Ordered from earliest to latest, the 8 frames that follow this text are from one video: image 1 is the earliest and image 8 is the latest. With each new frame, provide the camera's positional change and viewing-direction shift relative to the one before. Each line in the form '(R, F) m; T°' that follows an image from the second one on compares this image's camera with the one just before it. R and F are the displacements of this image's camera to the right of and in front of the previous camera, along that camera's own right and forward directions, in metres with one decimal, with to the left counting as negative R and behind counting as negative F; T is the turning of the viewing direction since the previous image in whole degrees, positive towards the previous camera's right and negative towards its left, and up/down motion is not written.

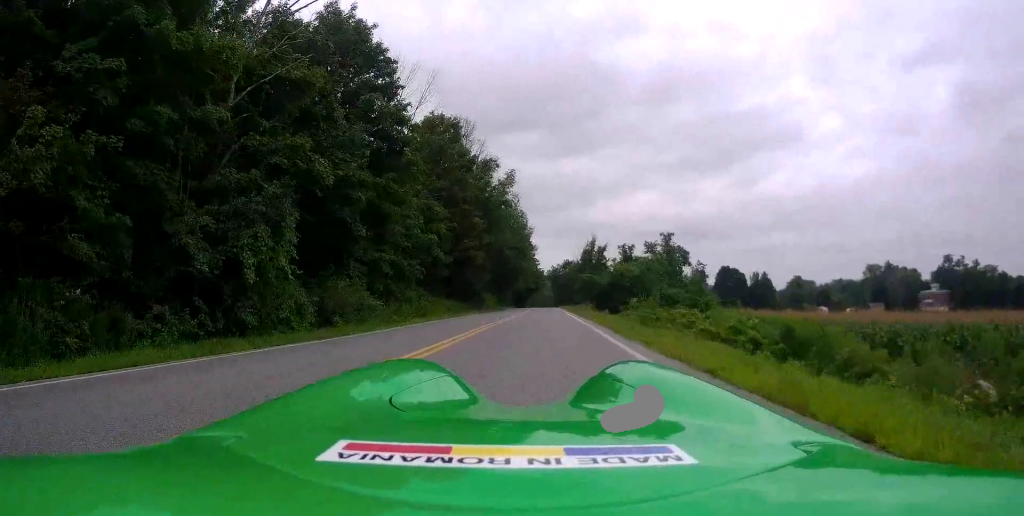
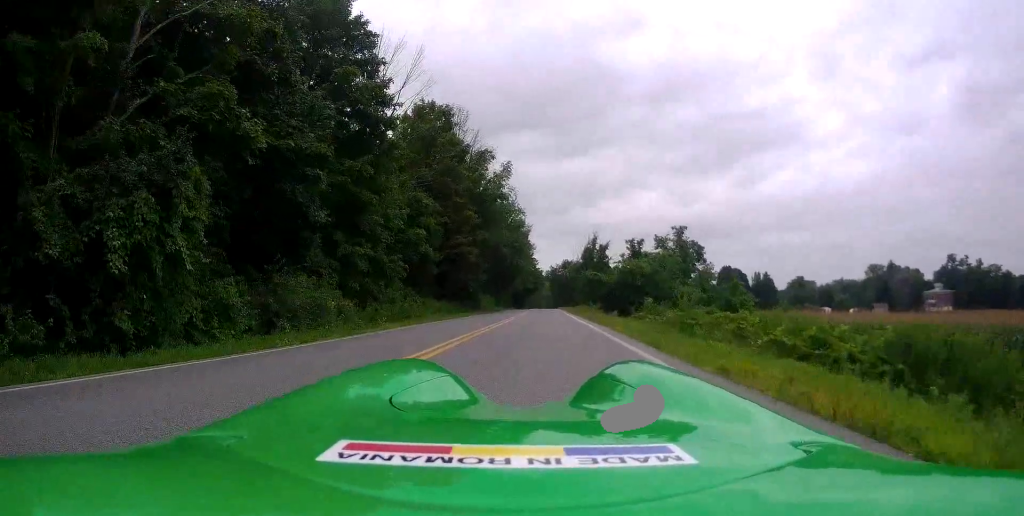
(0.0, +4.4) m; +1°
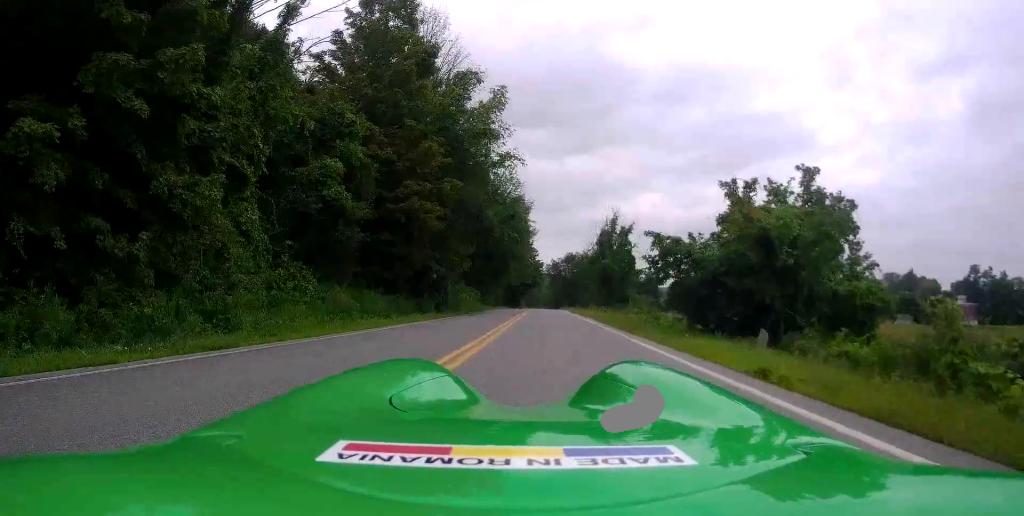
(+0.2, +19.5) m; 0°
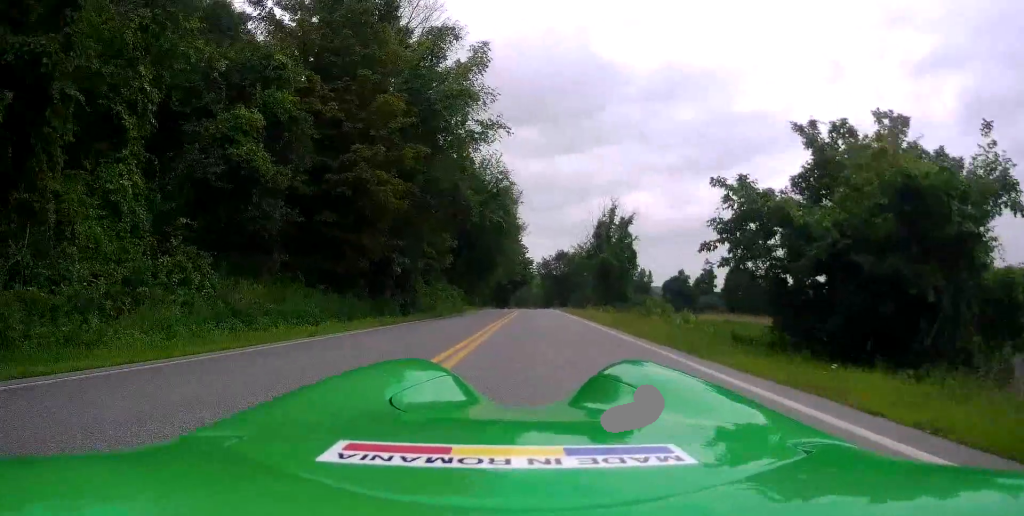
(0.0, +6.8) m; +1°
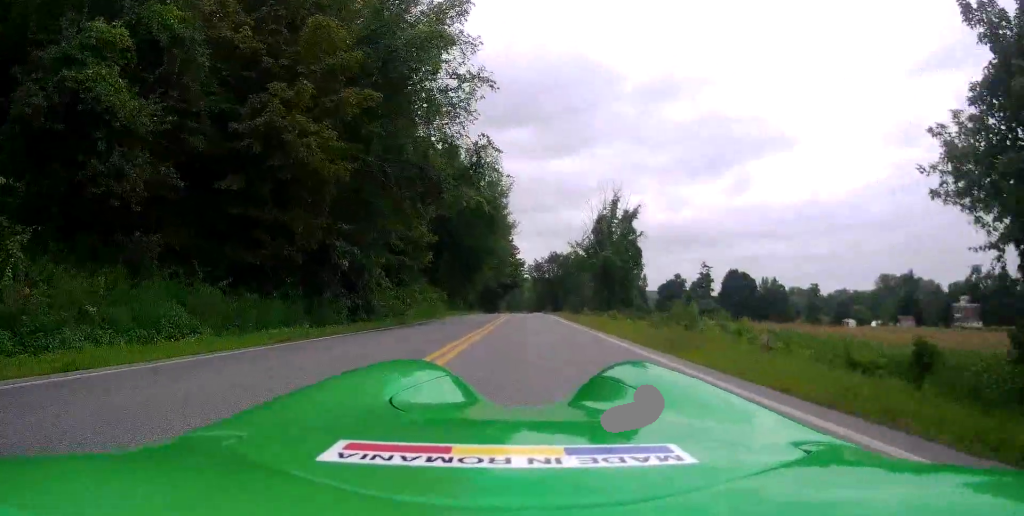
(+0.1, +6.8) m; +1°
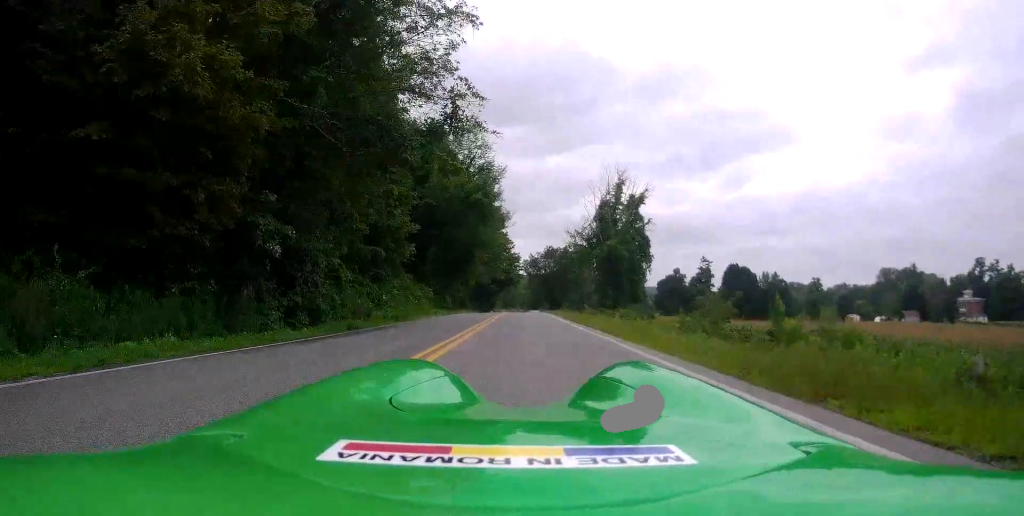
(+0.1, +5.4) m; +1°
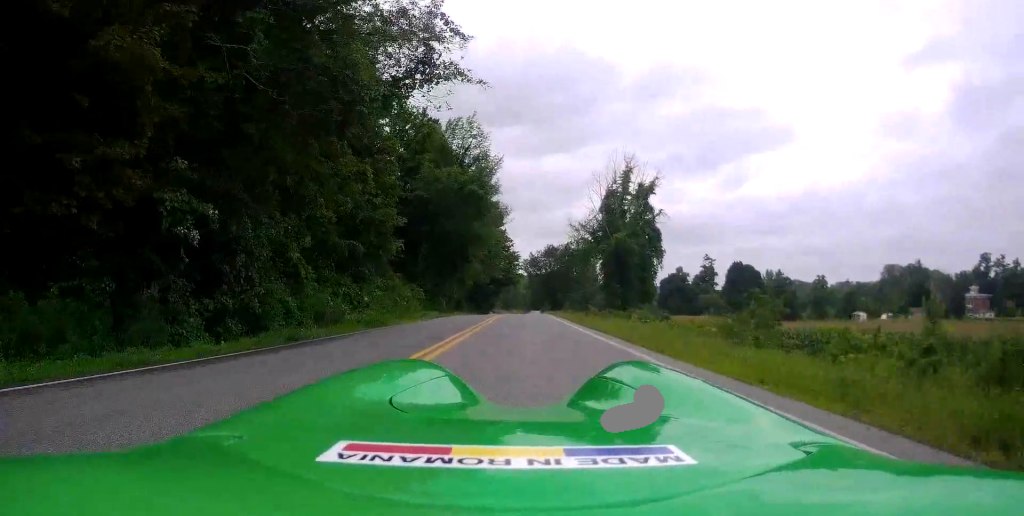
(-0.1, +4.1) m; +1°
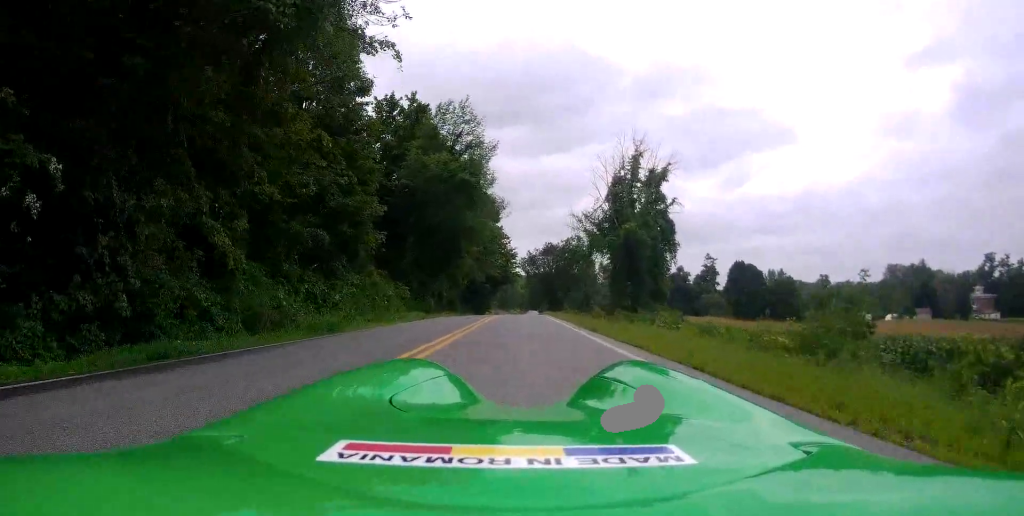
(-0.1, +4.8) m; +1°
